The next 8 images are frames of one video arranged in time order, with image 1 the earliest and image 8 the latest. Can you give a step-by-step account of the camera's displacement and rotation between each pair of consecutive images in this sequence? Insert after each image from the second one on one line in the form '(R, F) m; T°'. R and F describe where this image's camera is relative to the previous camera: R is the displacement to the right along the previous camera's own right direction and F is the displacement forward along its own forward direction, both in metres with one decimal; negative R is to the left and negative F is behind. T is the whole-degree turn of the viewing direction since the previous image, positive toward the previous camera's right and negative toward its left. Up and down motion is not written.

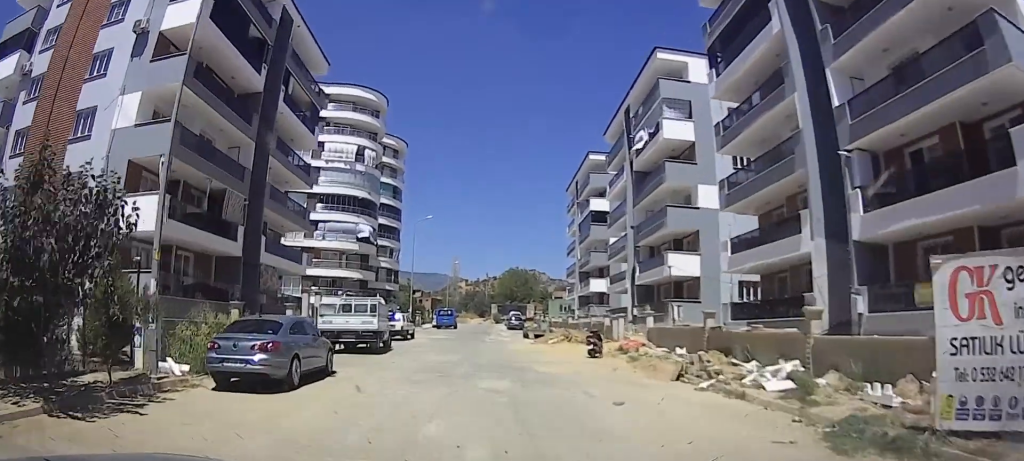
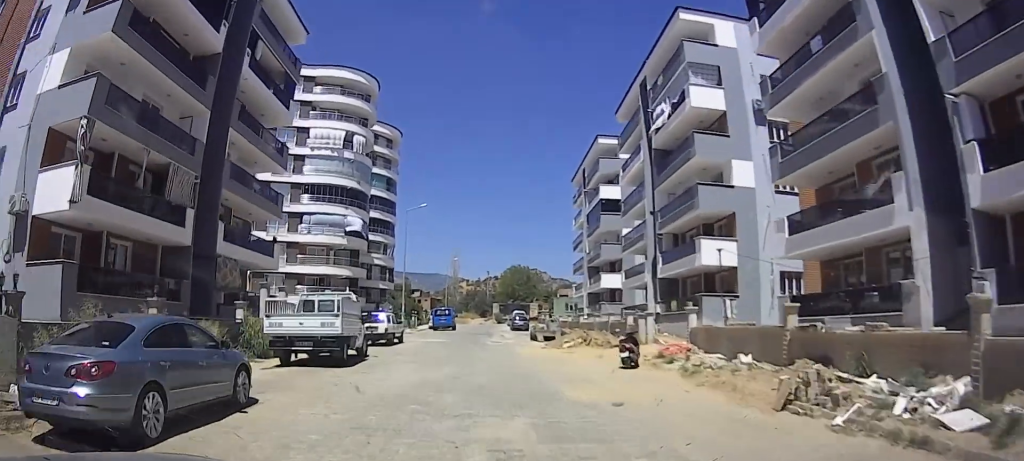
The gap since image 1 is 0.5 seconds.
(-0.1, +3.7) m; -3°
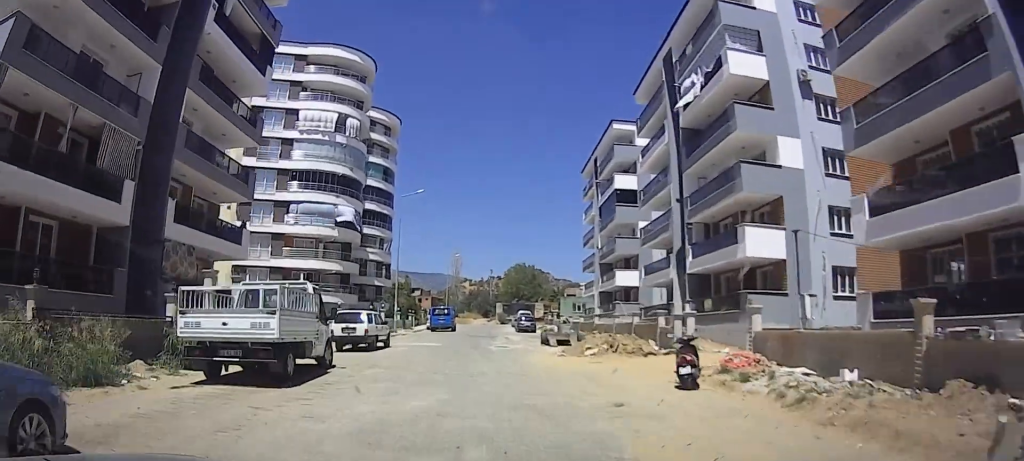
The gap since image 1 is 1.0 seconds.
(-0.2, +5.2) m; +1°
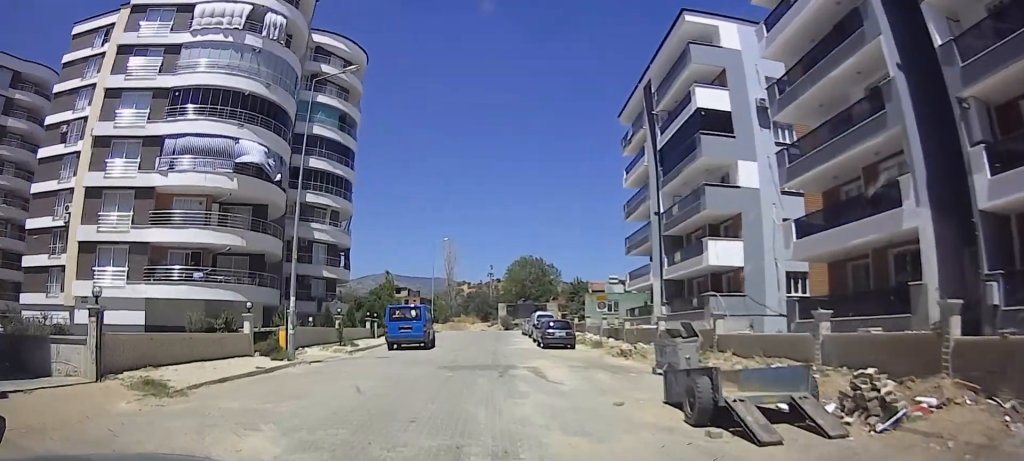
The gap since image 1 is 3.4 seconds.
(+1.0, +24.6) m; 0°
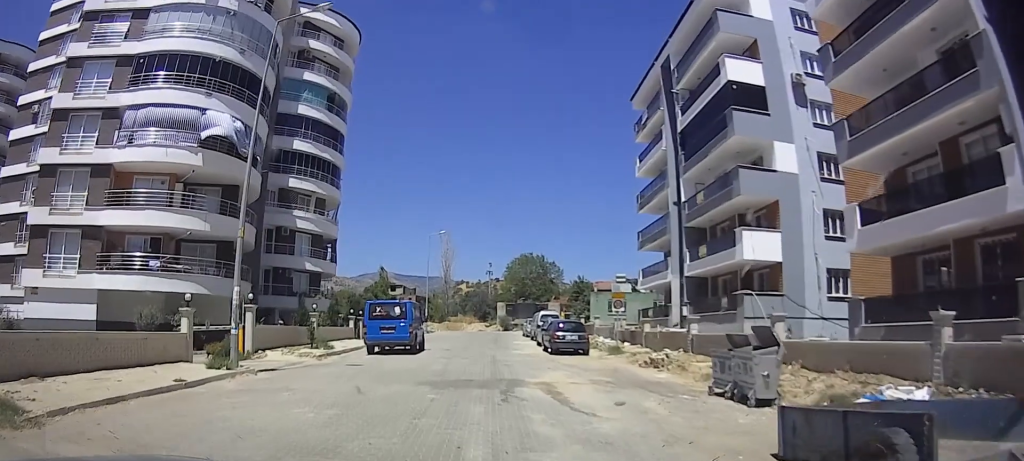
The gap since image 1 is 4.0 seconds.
(-0.3, +4.7) m; +3°
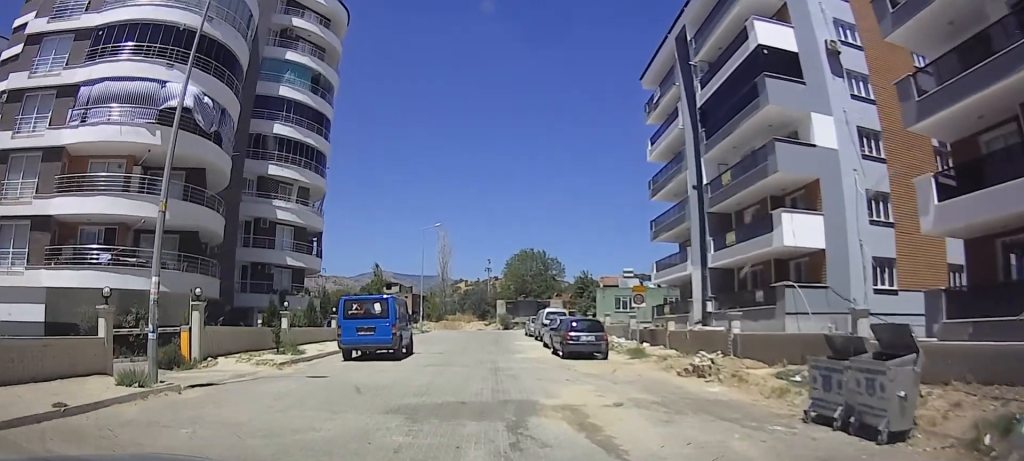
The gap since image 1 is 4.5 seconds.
(-0.2, +4.3) m; +2°
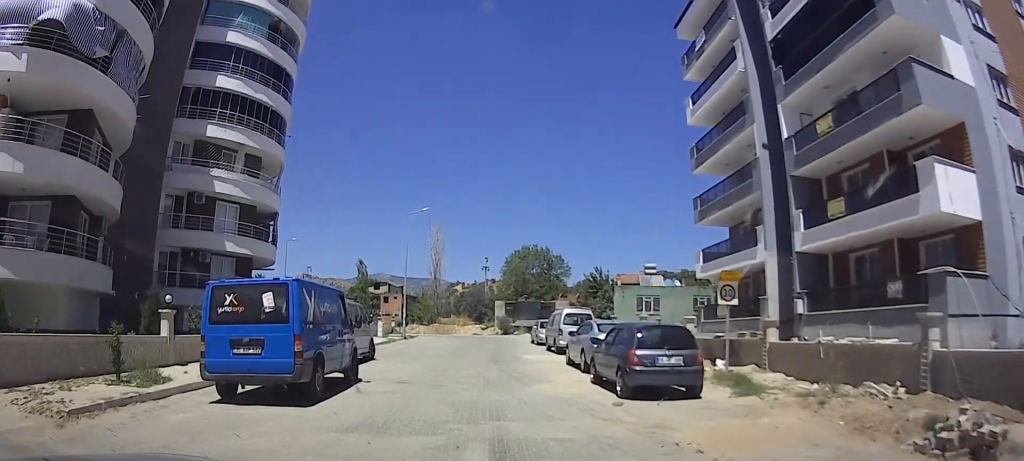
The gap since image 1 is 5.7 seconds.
(+0.7, +9.6) m; -3°
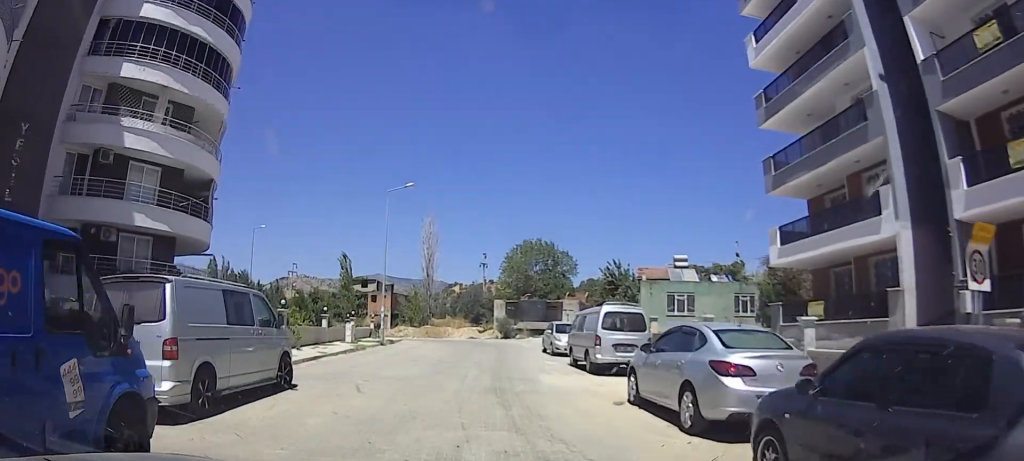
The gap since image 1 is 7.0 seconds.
(-0.9, +8.9) m; -6°
